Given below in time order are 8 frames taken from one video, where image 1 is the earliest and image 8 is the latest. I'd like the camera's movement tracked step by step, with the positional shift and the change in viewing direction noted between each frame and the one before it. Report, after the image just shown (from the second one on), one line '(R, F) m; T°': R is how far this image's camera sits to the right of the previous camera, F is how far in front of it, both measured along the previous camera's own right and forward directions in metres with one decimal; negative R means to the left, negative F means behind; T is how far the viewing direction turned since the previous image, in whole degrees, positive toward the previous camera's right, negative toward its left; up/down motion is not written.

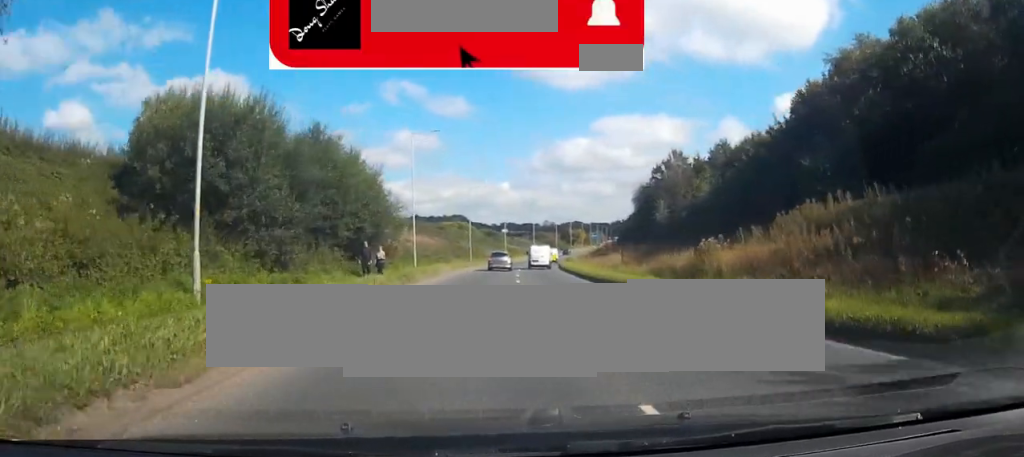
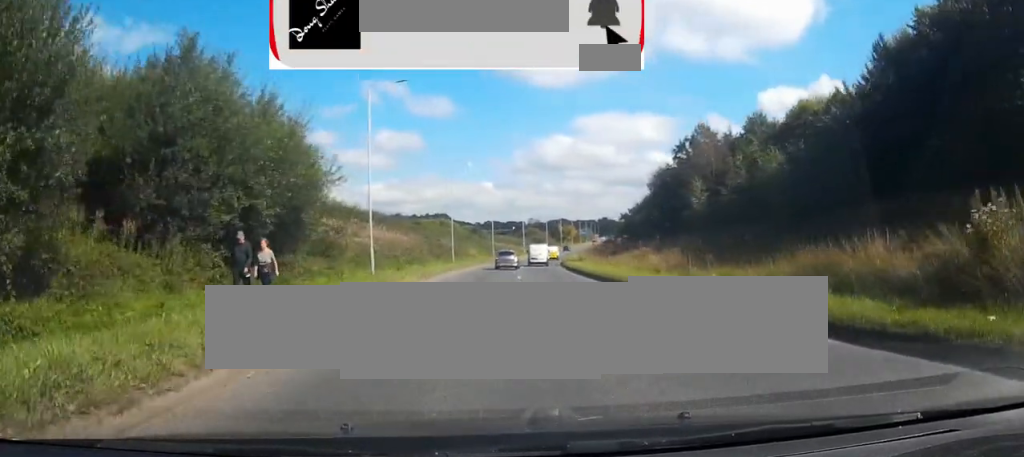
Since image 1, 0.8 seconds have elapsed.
(0.0, +13.5) m; +1°
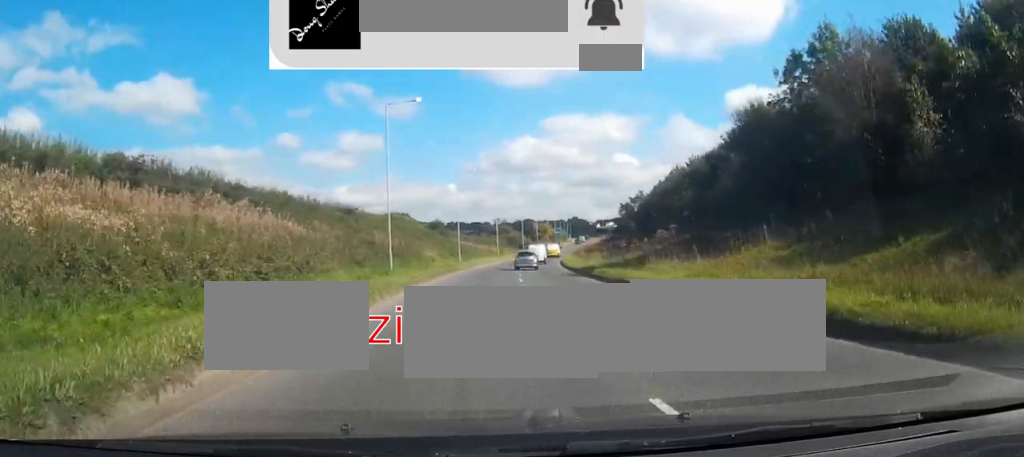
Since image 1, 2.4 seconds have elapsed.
(+0.6, +27.3) m; +3°
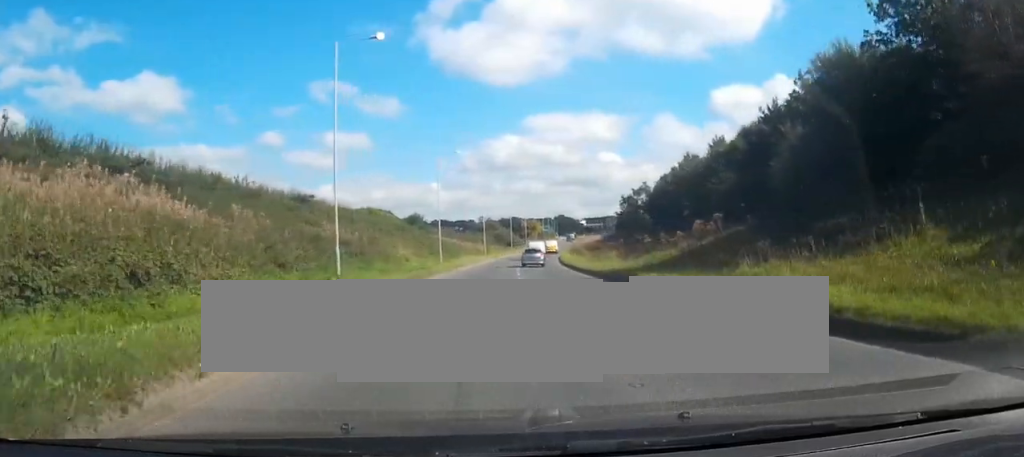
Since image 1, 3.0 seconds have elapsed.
(+0.2, +10.9) m; +2°
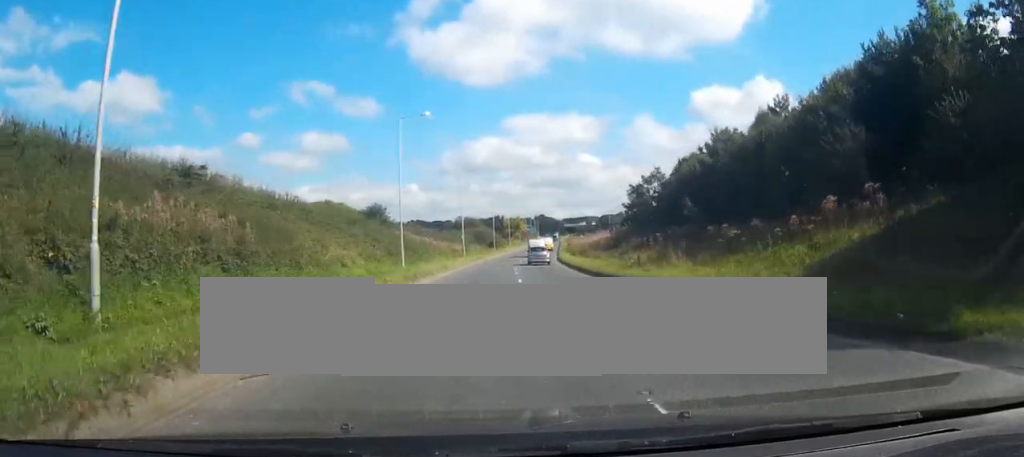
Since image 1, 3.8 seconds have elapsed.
(+0.4, +16.0) m; +2°
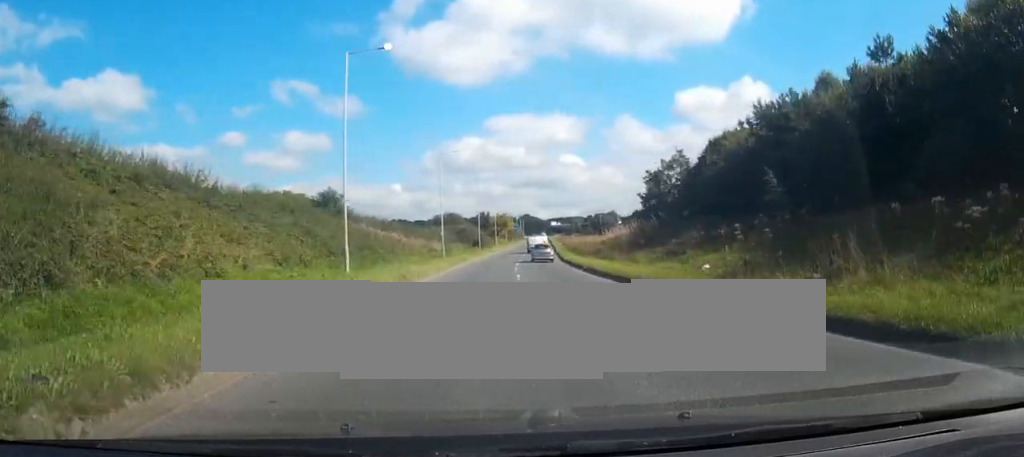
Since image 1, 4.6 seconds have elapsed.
(+0.1, +13.7) m; +1°
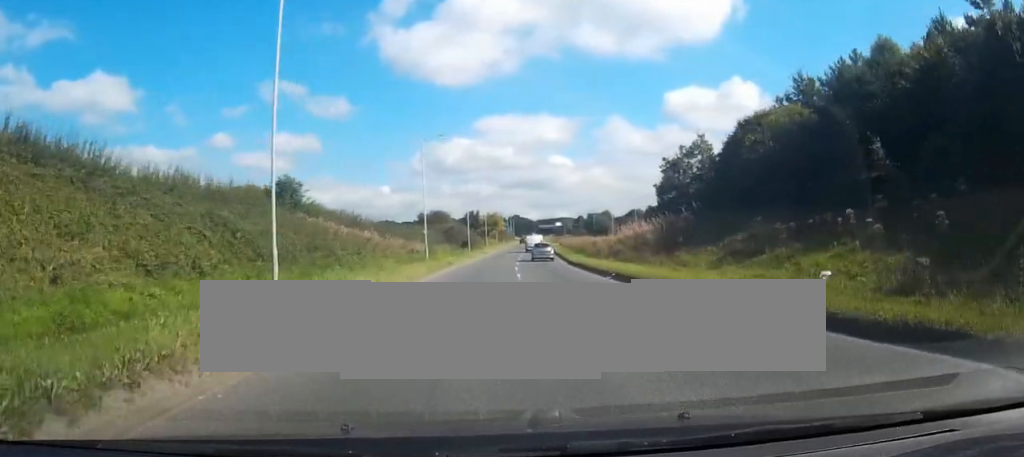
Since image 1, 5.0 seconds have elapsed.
(+0.1, +8.9) m; +1°
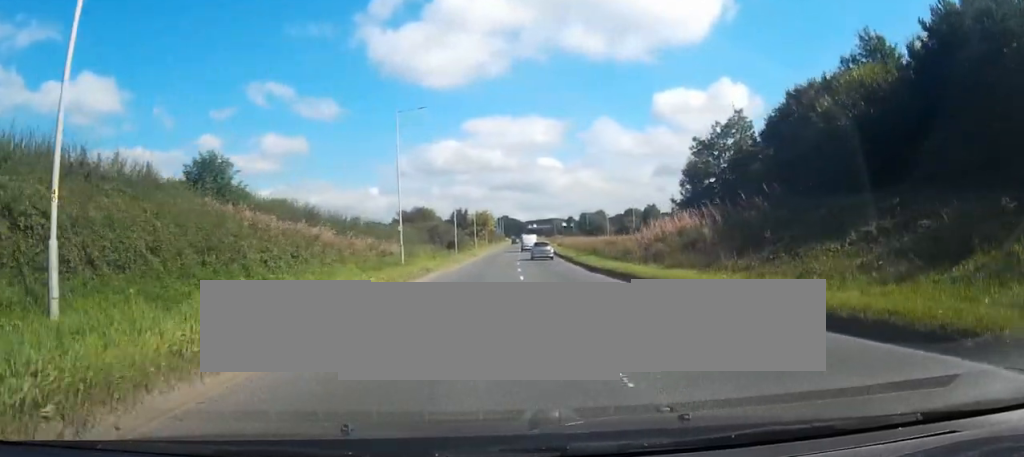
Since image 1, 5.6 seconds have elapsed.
(0.0, +10.1) m; +1°
